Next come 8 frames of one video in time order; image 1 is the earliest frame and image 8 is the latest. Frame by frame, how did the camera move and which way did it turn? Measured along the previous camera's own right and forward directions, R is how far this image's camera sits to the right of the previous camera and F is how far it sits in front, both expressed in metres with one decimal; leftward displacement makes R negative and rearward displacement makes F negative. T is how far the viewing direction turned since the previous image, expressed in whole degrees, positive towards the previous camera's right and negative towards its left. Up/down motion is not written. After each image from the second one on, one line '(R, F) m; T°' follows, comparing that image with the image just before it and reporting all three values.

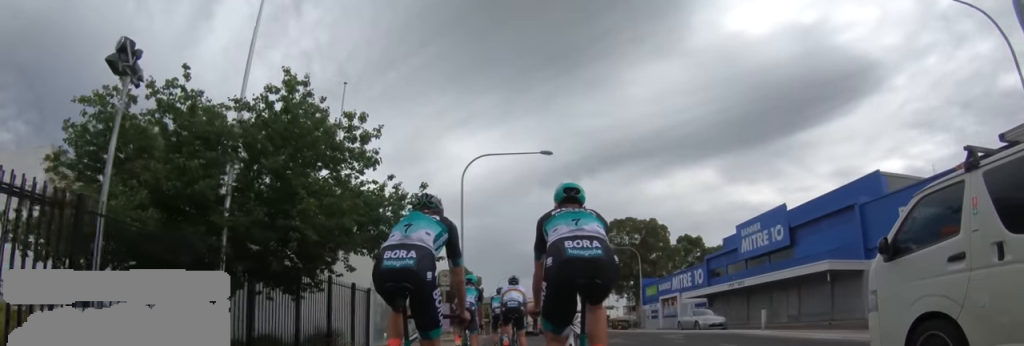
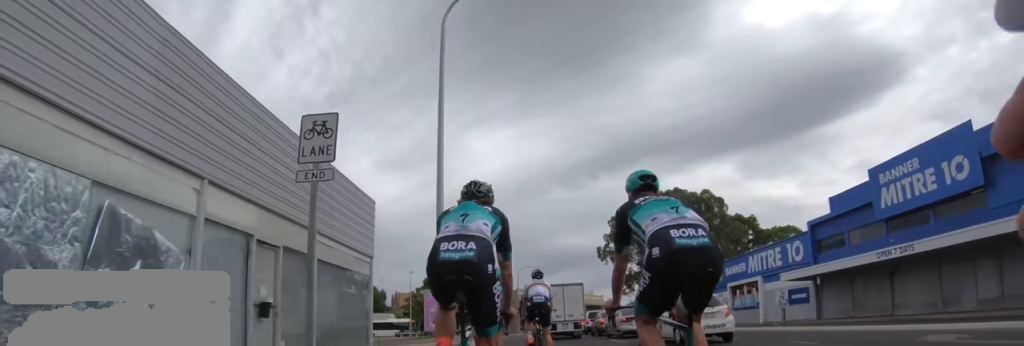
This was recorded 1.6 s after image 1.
(-0.9, +14.1) m; -3°
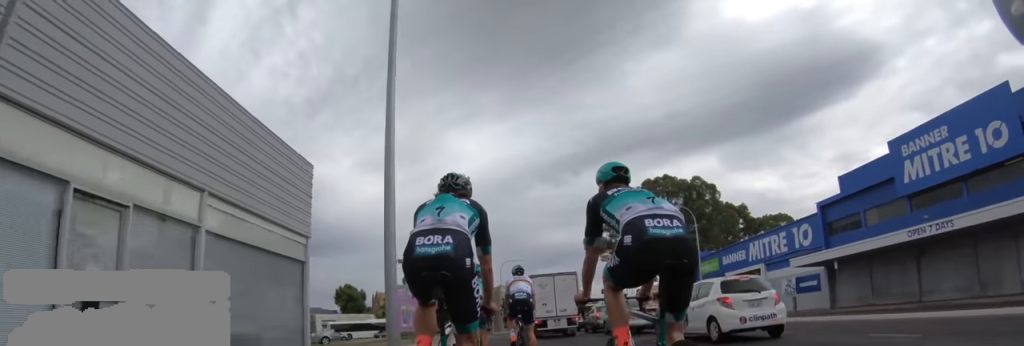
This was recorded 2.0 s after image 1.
(+0.3, +3.1) m; +3°
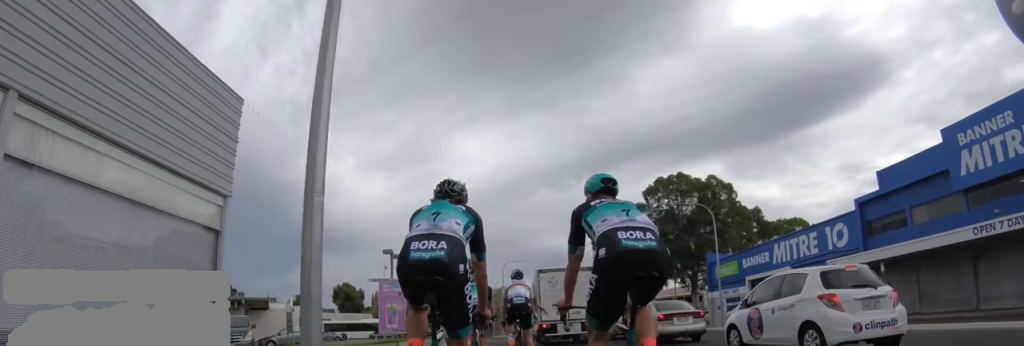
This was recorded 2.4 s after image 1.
(+0.2, +3.2) m; +3°
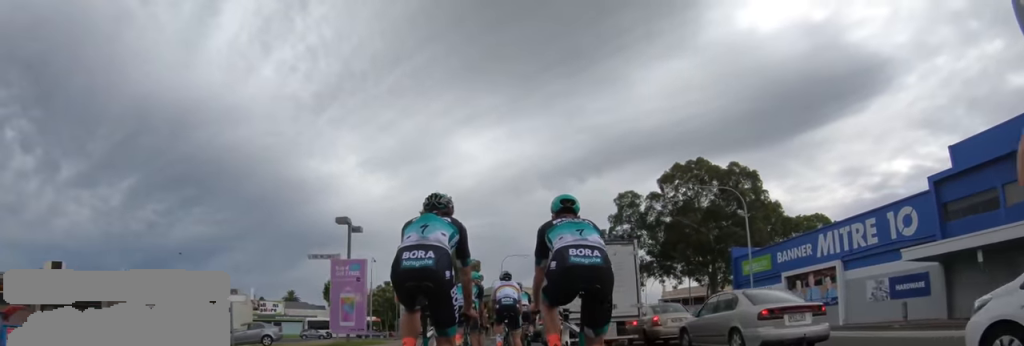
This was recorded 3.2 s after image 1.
(+0.2, +5.5) m; +2°
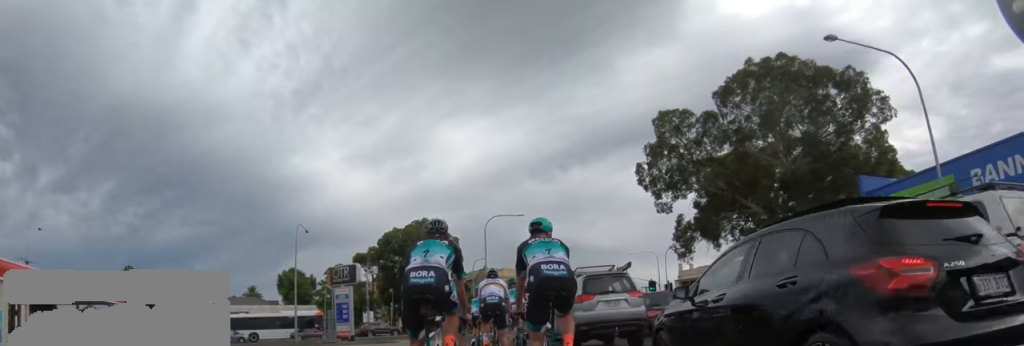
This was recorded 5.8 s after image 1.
(-1.6, +15.3) m; -12°
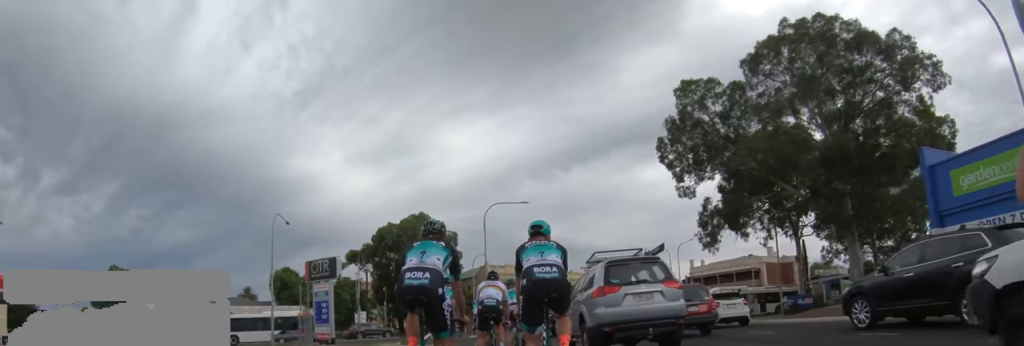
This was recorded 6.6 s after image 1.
(-0.1, +3.3) m; +6°
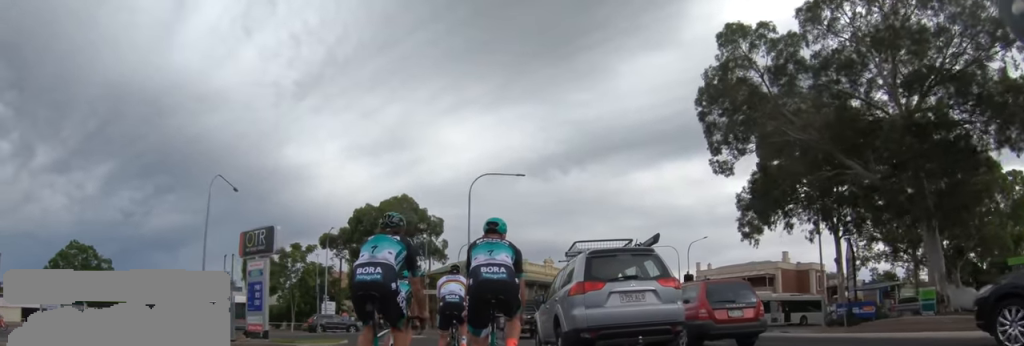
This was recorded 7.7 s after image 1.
(+0.7, +5.3) m; +7°
